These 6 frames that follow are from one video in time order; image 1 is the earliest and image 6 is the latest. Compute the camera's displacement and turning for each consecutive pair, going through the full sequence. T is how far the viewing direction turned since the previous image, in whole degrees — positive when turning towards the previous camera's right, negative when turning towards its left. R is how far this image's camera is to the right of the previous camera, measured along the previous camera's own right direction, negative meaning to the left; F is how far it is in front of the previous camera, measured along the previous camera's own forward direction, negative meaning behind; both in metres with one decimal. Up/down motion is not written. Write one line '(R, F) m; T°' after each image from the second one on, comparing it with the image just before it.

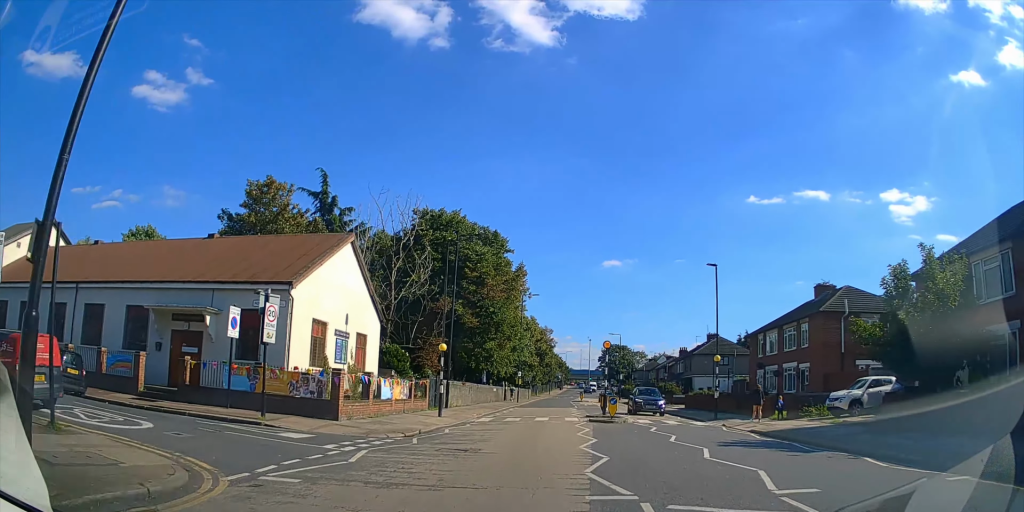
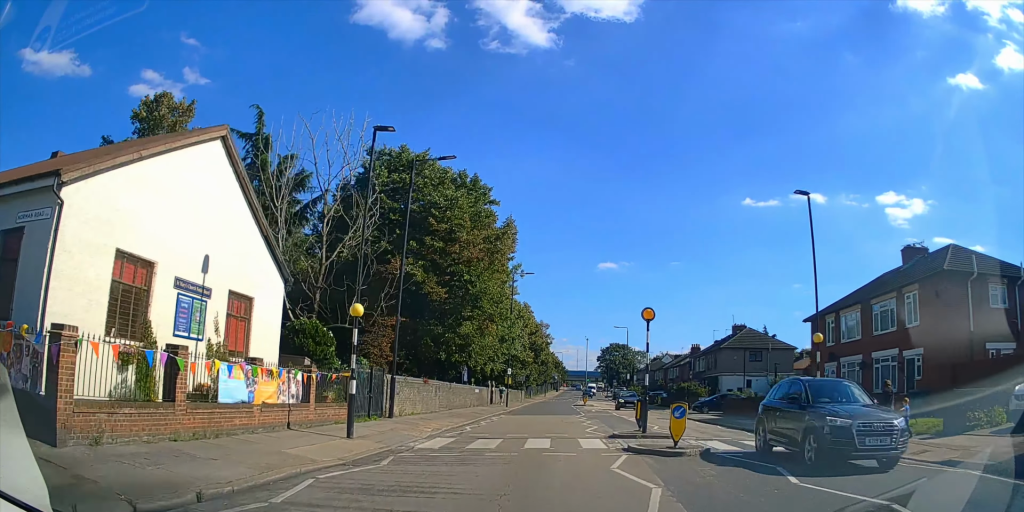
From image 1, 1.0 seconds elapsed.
(0.0, +11.1) m; 0°
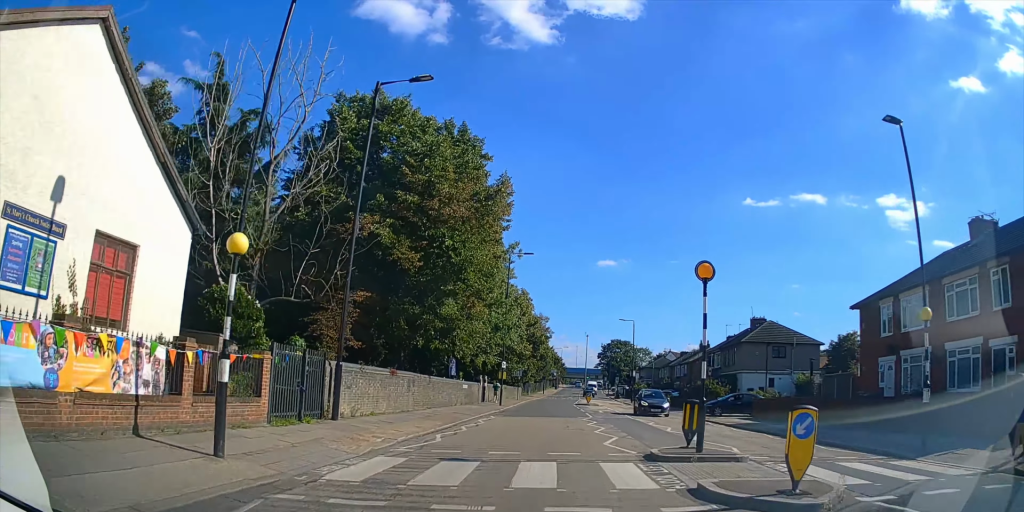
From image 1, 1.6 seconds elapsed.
(0.0, +6.4) m; 0°
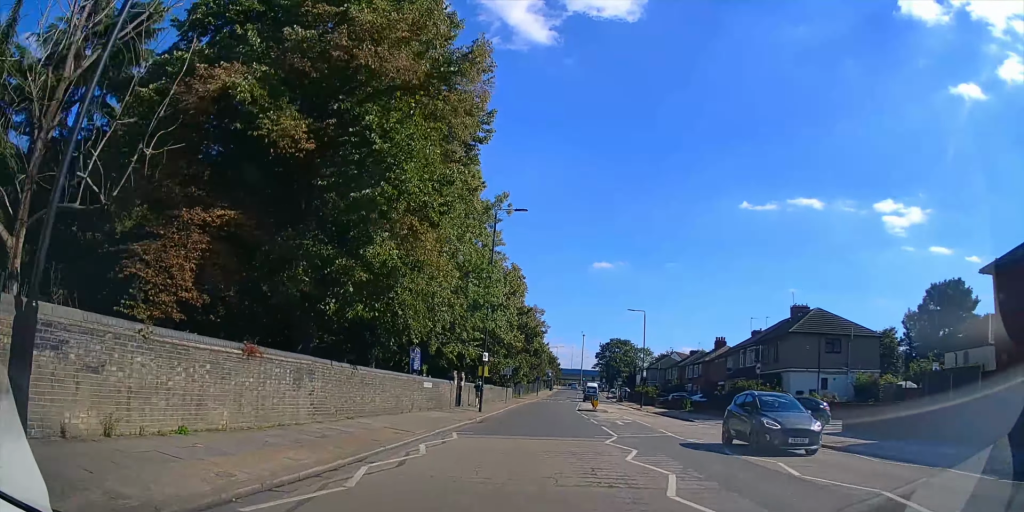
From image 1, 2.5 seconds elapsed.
(+0.1, +10.6) m; +1°
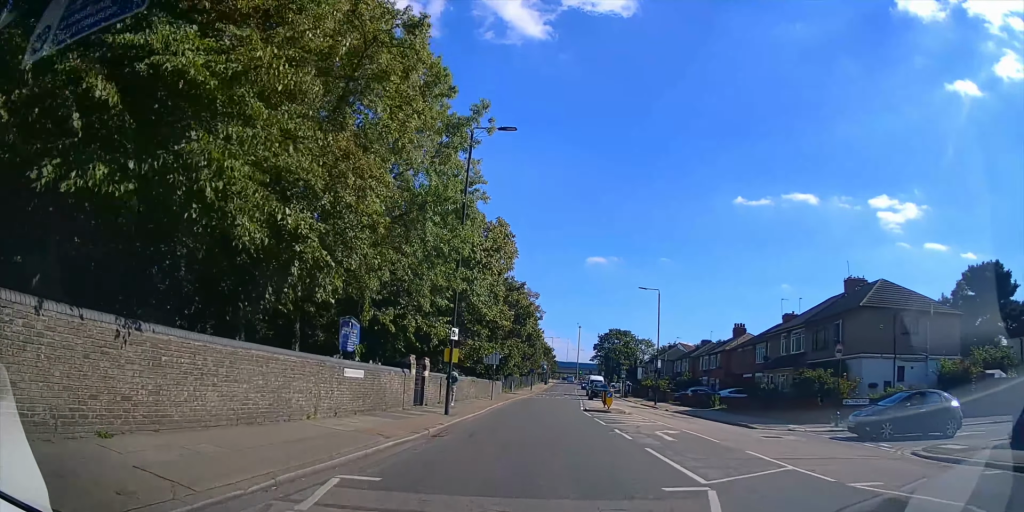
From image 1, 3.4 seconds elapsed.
(+0.1, +10.5) m; 0°
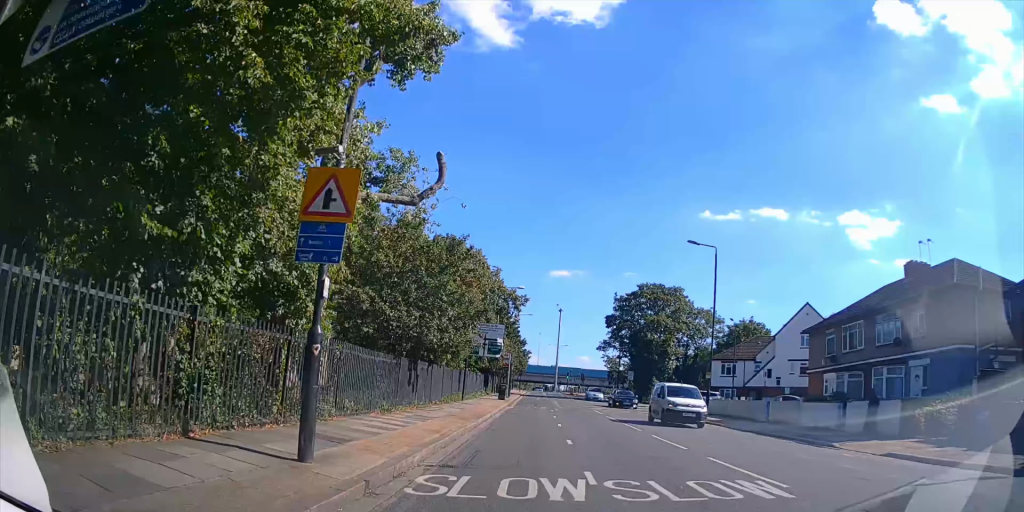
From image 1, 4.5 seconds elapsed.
(0.0, +14.5) m; 0°
